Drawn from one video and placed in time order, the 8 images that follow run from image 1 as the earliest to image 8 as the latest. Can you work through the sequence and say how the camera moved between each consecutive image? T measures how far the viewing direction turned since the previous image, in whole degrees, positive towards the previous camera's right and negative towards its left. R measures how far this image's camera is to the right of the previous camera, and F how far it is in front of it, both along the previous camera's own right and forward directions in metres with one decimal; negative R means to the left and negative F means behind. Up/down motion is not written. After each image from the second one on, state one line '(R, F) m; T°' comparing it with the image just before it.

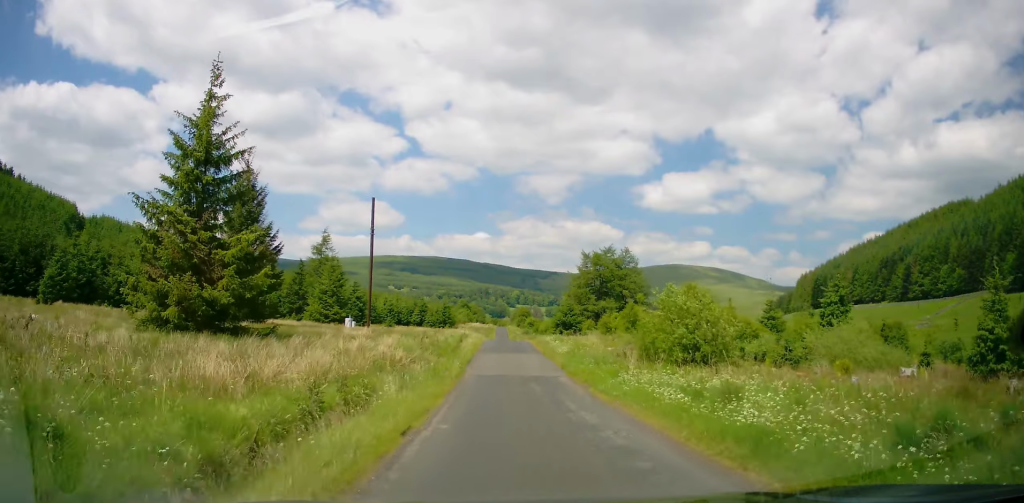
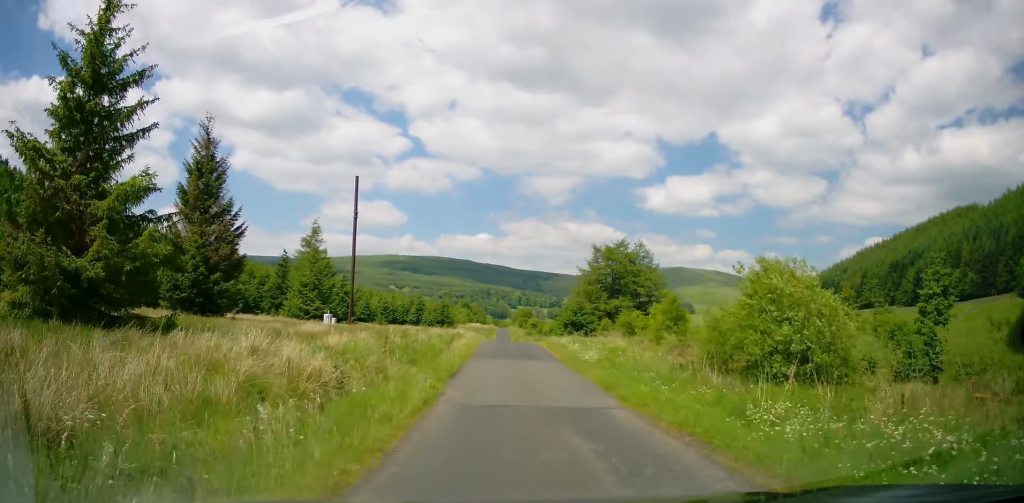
(-0.2, +8.4) m; 0°
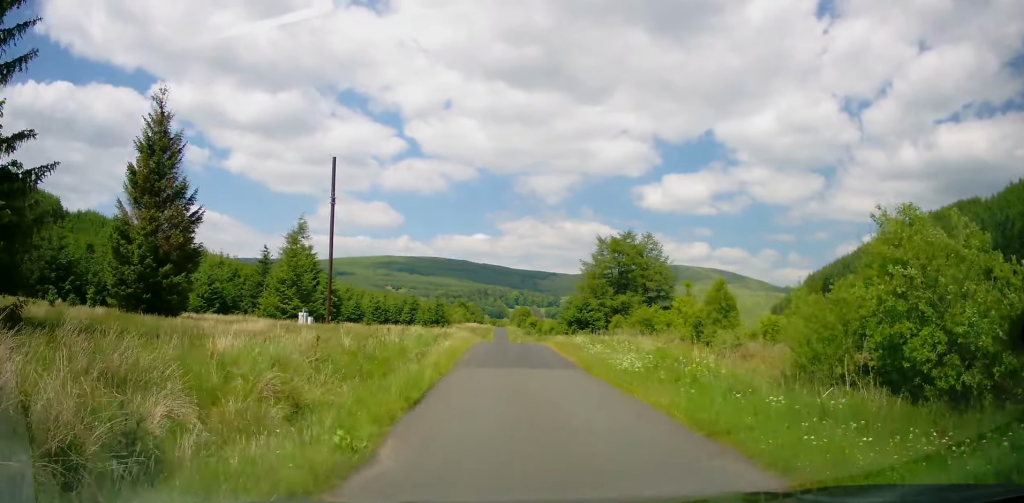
(+0.1, +6.5) m; 0°
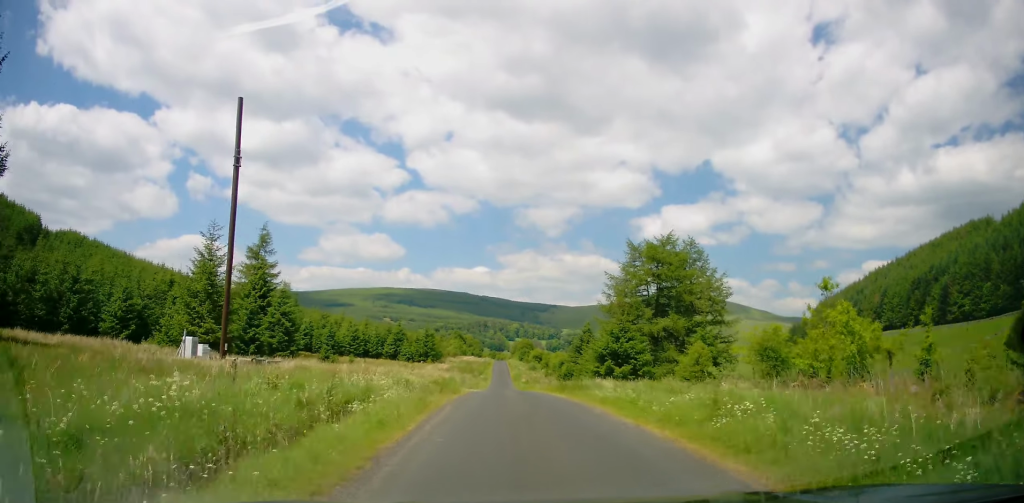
(0.0, +19.0) m; 0°
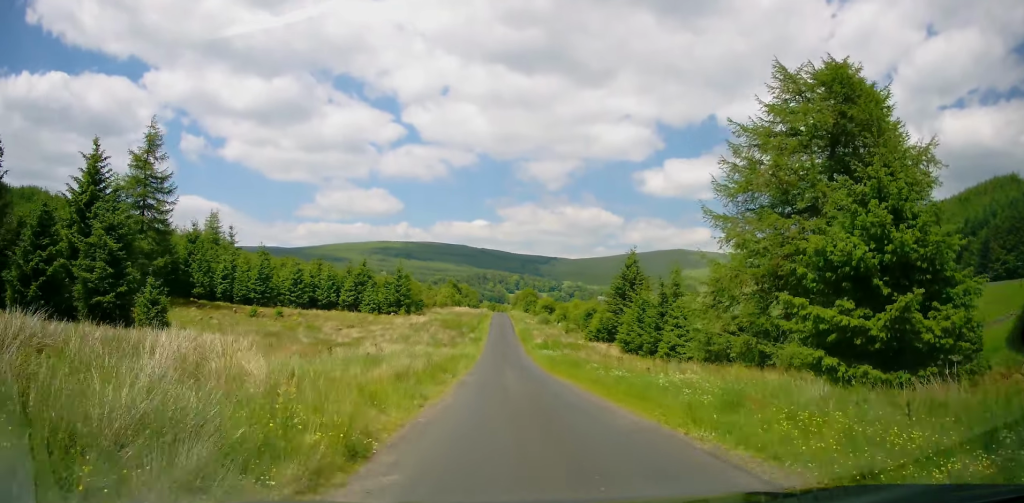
(0.0, +31.8) m; +1°
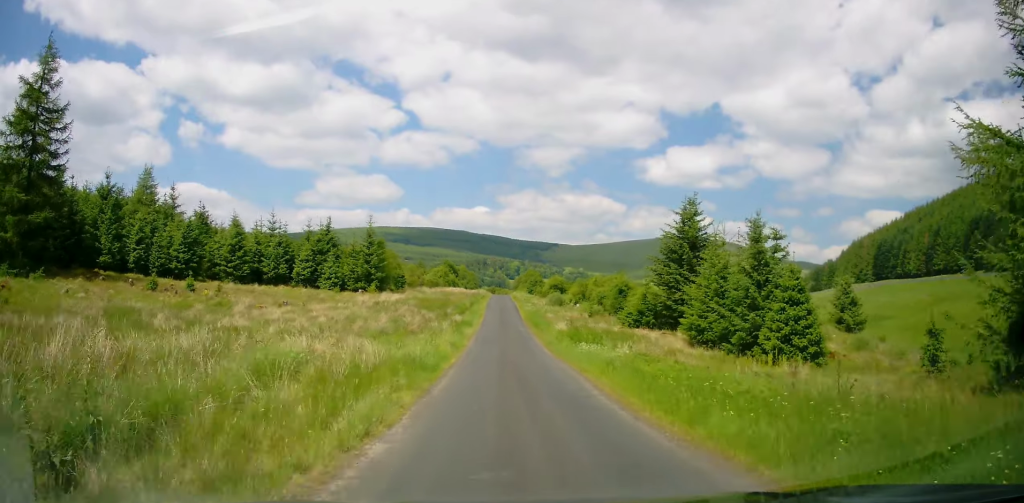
(+0.4, +19.0) m; 0°
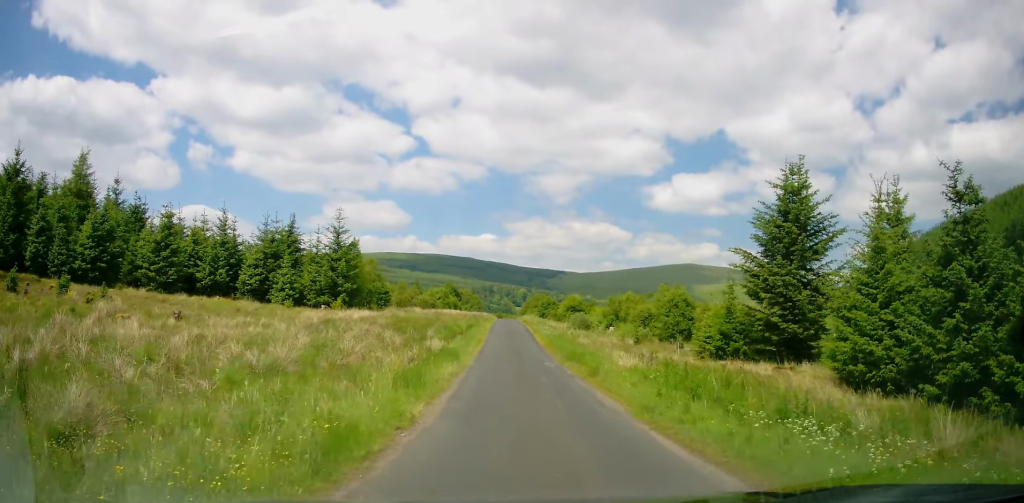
(-0.4, +15.4) m; -2°
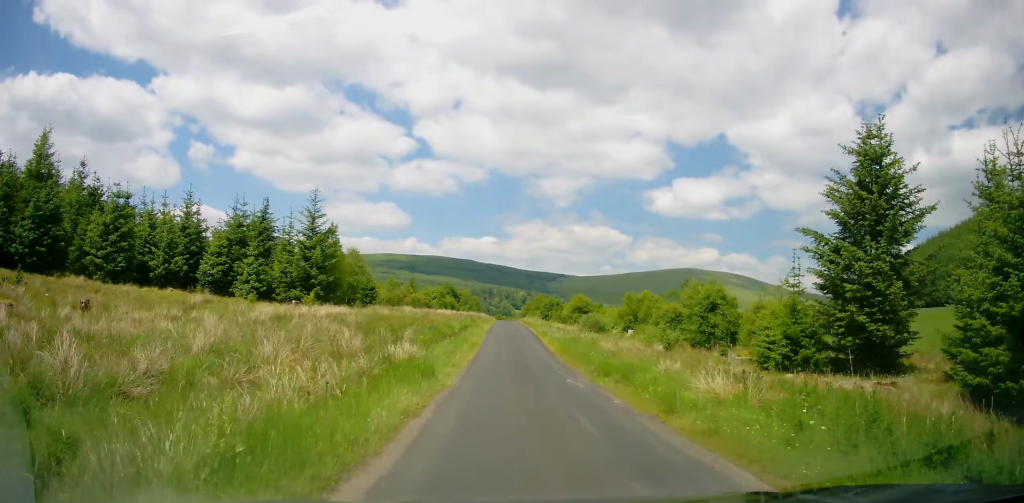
(0.0, +6.9) m; 0°
